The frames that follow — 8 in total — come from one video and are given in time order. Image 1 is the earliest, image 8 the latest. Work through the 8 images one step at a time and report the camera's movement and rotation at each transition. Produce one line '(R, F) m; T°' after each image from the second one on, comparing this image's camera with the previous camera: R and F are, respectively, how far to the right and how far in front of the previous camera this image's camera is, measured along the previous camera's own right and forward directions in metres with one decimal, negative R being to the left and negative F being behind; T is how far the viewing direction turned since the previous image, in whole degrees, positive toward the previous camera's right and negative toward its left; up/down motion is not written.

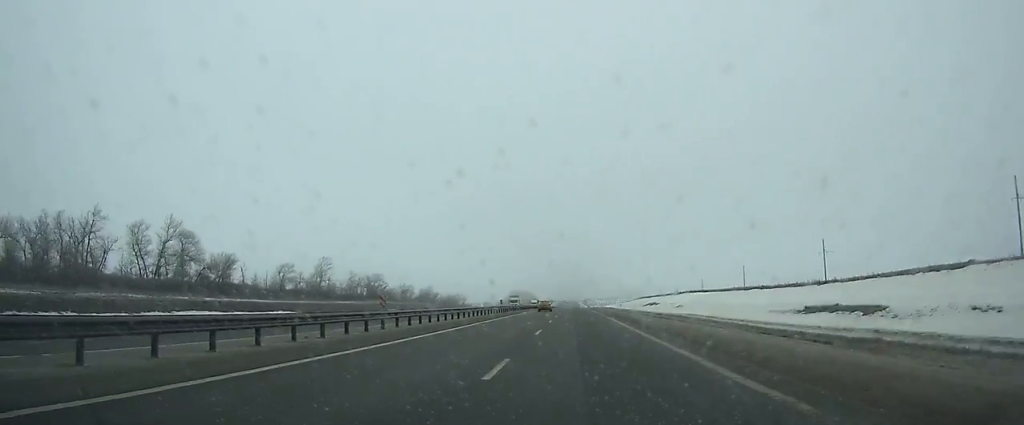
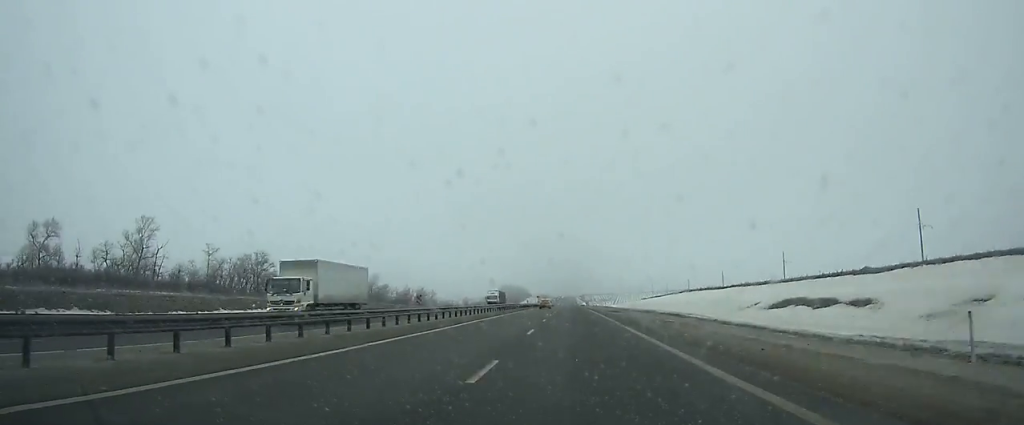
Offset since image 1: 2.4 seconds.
(-0.1, +77.0) m; 0°
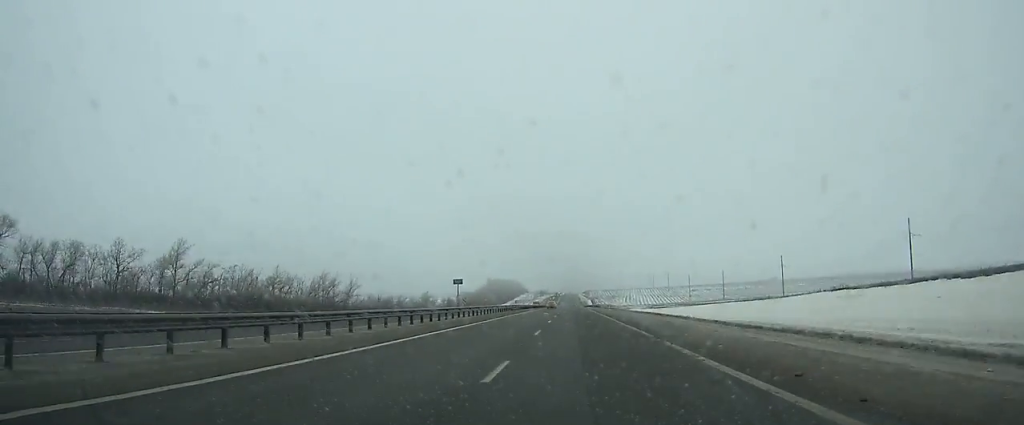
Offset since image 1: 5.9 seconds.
(0.0, +118.1) m; 0°
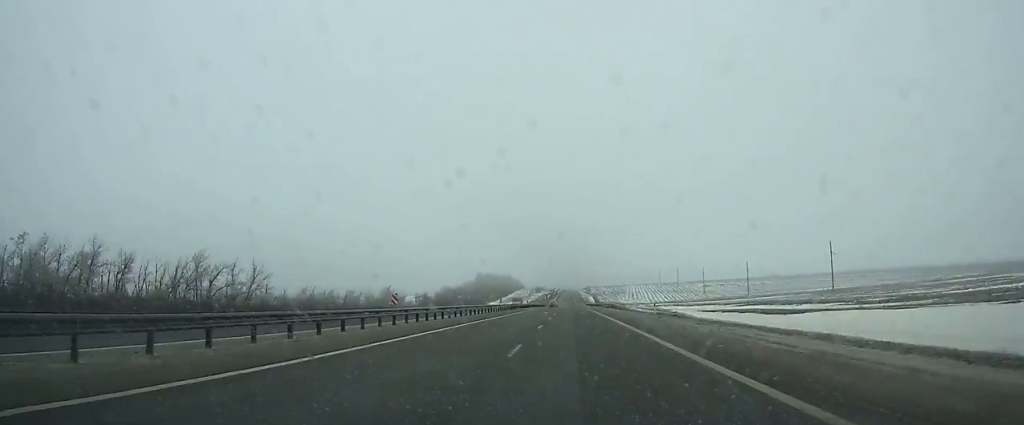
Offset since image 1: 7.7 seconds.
(0.0, +62.5) m; 0°
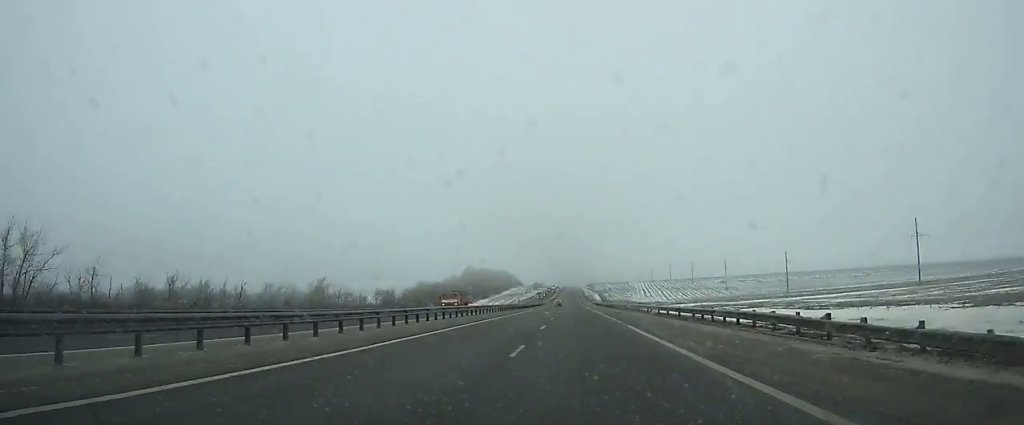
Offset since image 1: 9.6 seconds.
(0.0, +64.2) m; 0°
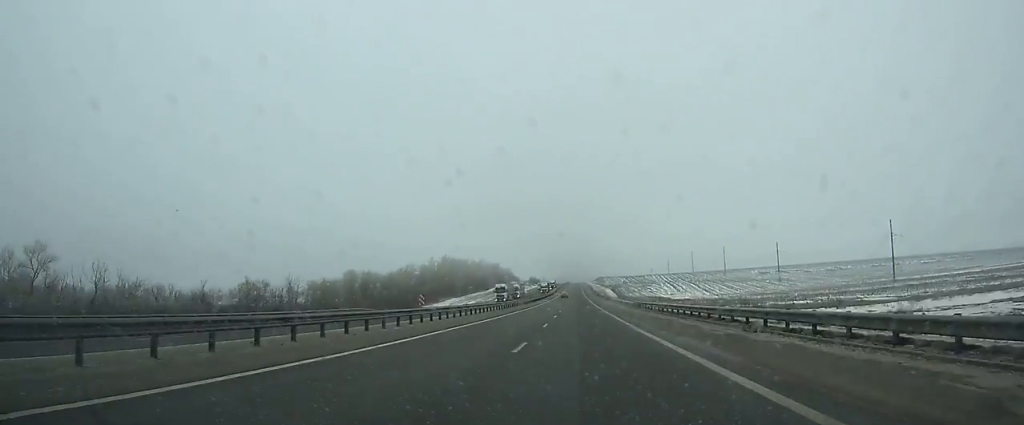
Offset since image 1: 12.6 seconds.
(0.0, +98.8) m; 0°
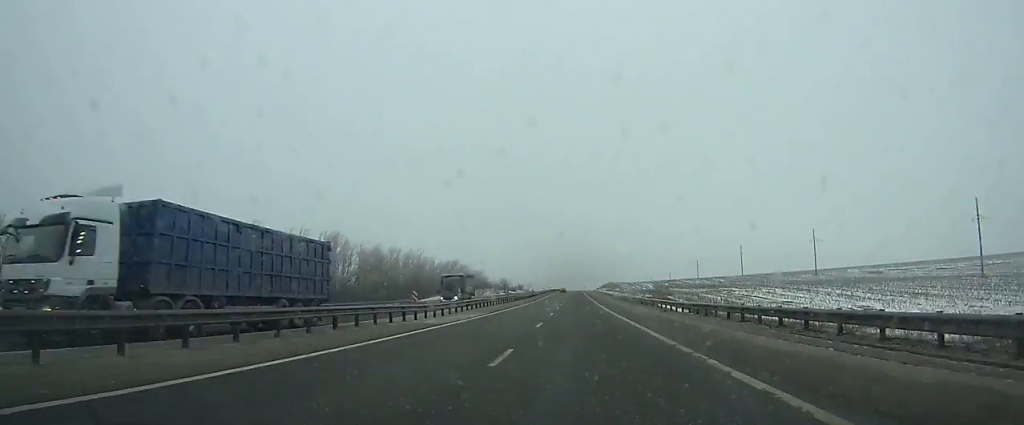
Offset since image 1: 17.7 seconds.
(-0.3, +158.0) m; 0°
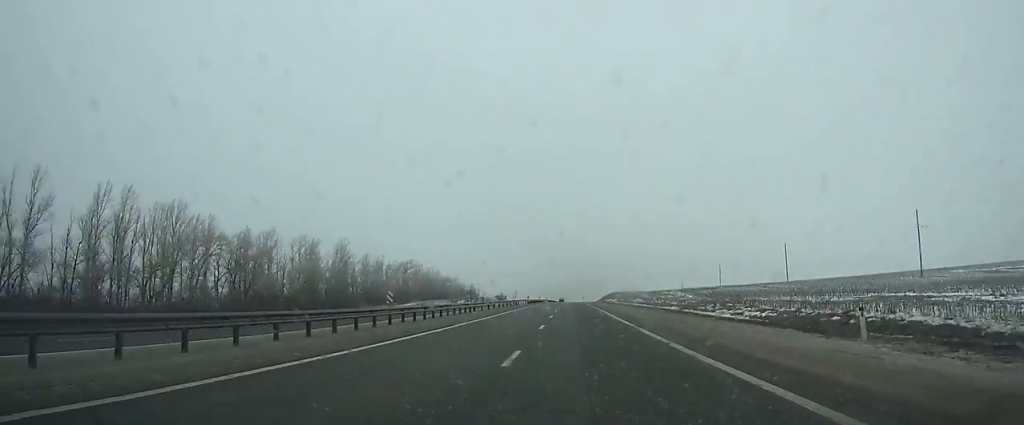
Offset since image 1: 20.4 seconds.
(+0.1, +80.4) m; 0°
